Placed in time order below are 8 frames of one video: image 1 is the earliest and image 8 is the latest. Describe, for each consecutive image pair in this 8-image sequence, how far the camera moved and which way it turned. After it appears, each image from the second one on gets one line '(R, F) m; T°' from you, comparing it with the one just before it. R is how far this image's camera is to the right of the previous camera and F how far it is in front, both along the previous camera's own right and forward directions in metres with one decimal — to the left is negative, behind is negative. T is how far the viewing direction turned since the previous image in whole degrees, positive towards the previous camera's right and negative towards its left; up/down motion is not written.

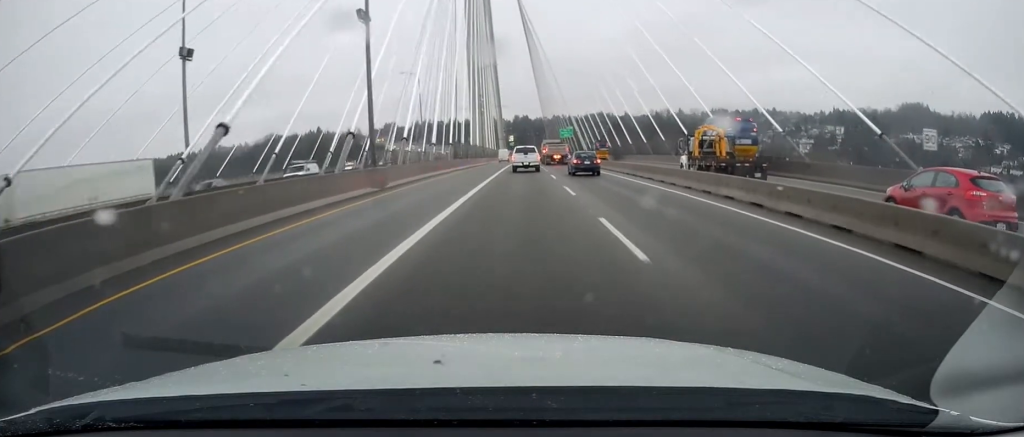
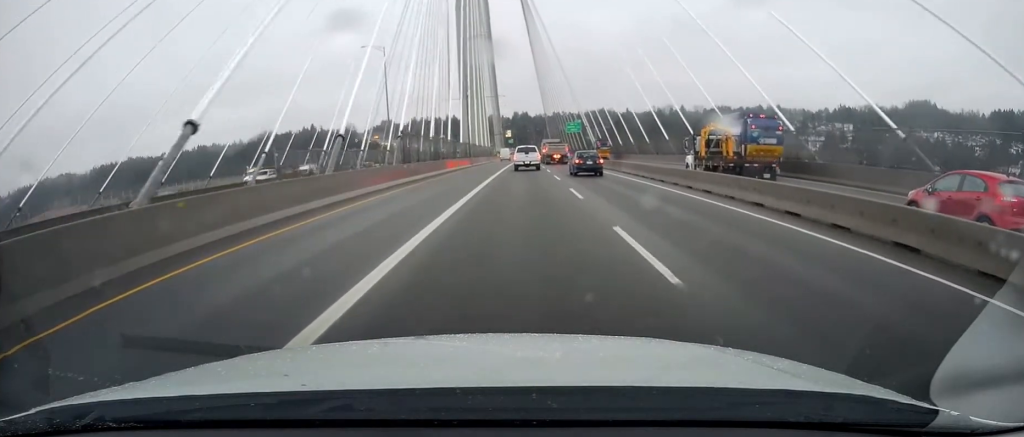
(+0.2, +27.3) m; 0°
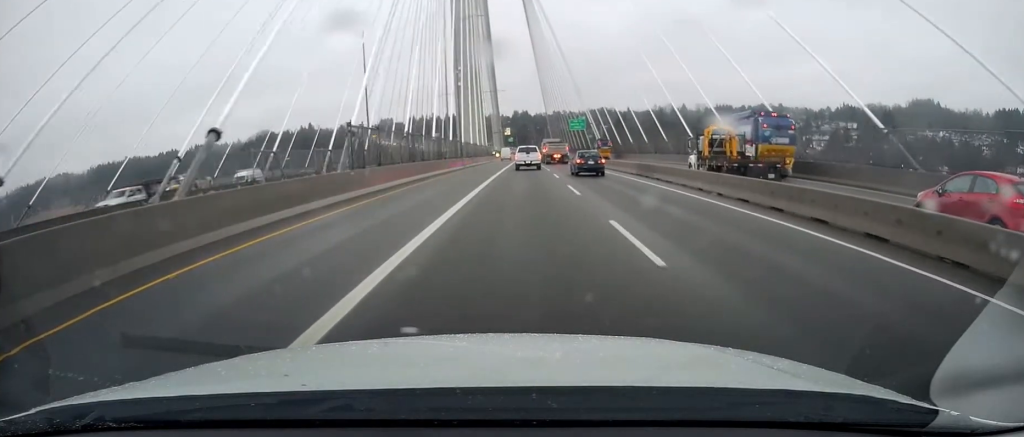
(0.0, +11.5) m; 0°
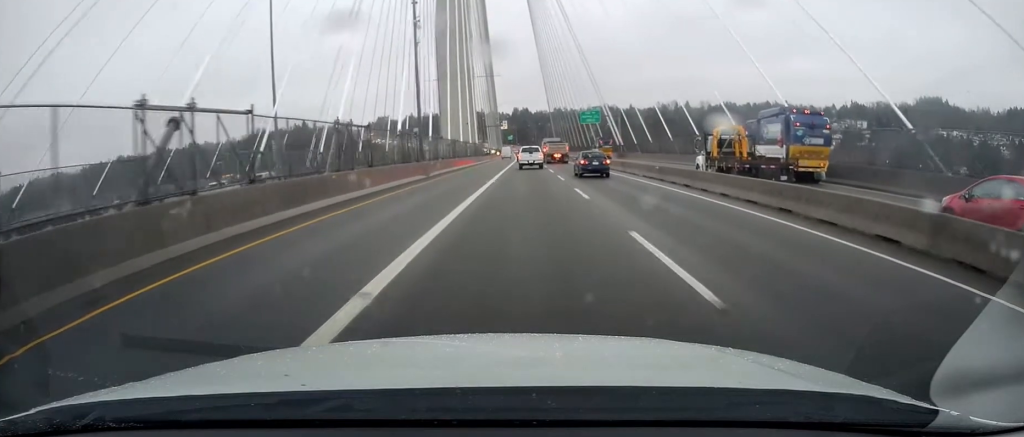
(+0.1, +28.1) m; -1°
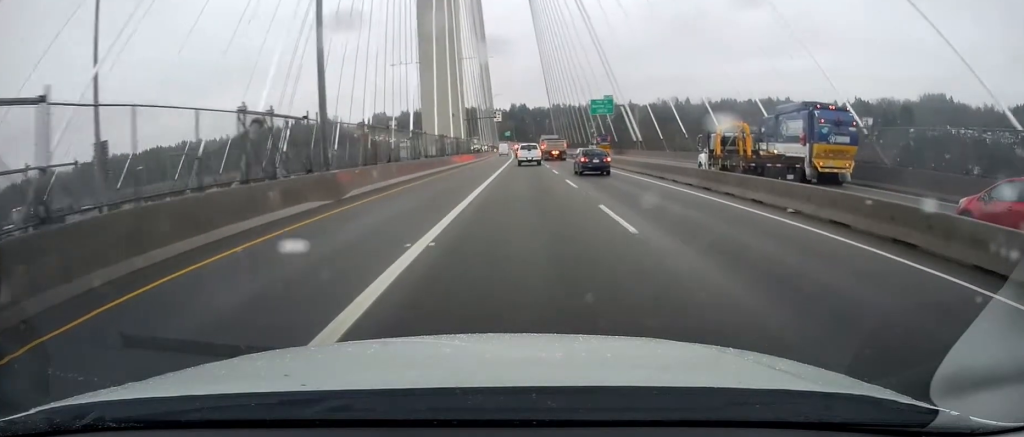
(-0.4, +20.6) m; 0°
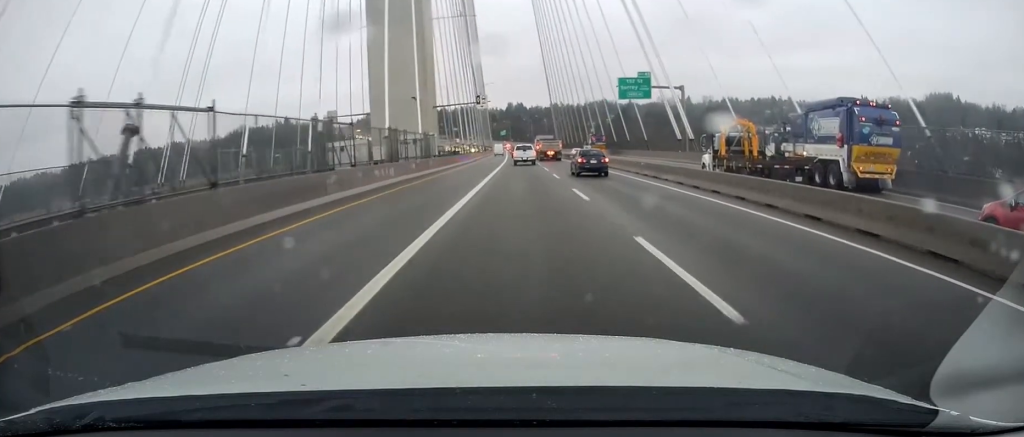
(+0.4, +31.2) m; 0°
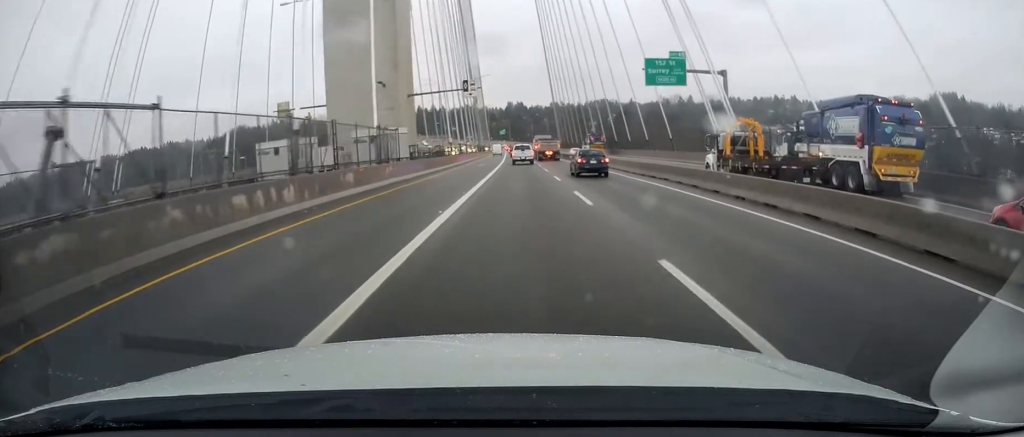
(-0.3, +14.7) m; 0°
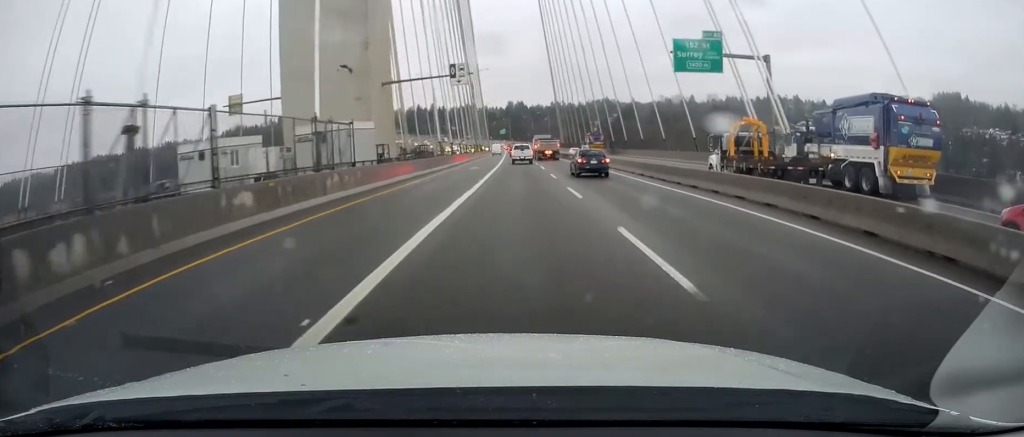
(-0.2, +9.8) m; 0°
